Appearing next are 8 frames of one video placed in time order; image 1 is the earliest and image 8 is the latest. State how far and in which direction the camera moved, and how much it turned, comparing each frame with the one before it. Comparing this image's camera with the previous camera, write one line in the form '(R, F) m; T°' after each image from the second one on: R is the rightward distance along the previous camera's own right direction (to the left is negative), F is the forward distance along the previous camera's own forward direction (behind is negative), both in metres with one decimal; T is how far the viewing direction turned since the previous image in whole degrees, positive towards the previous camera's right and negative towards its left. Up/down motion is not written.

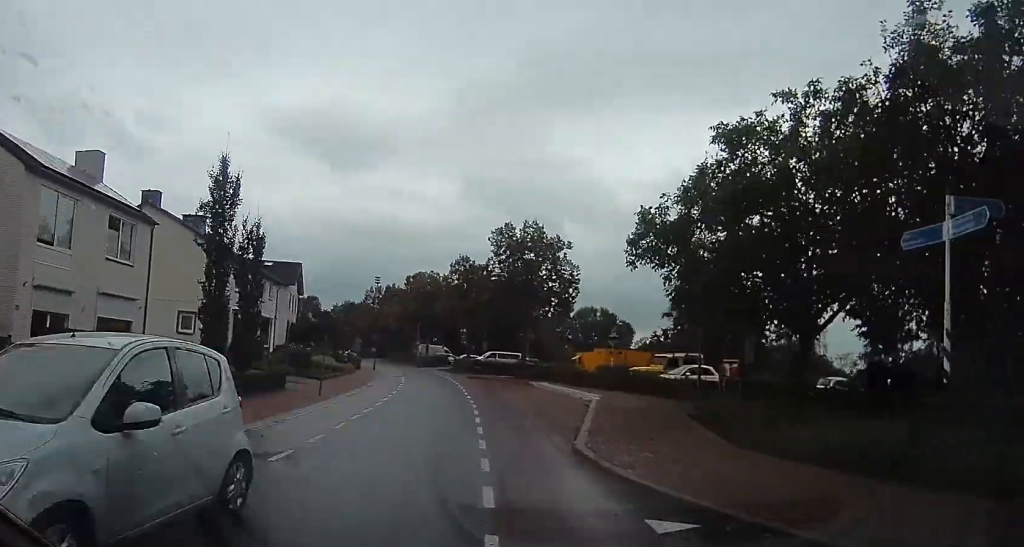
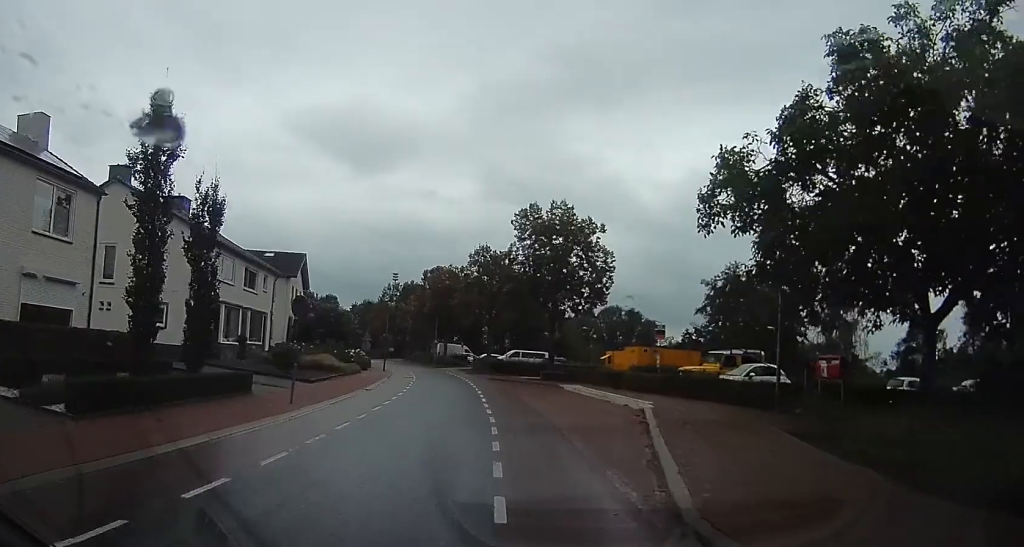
(0.0, +4.8) m; 0°
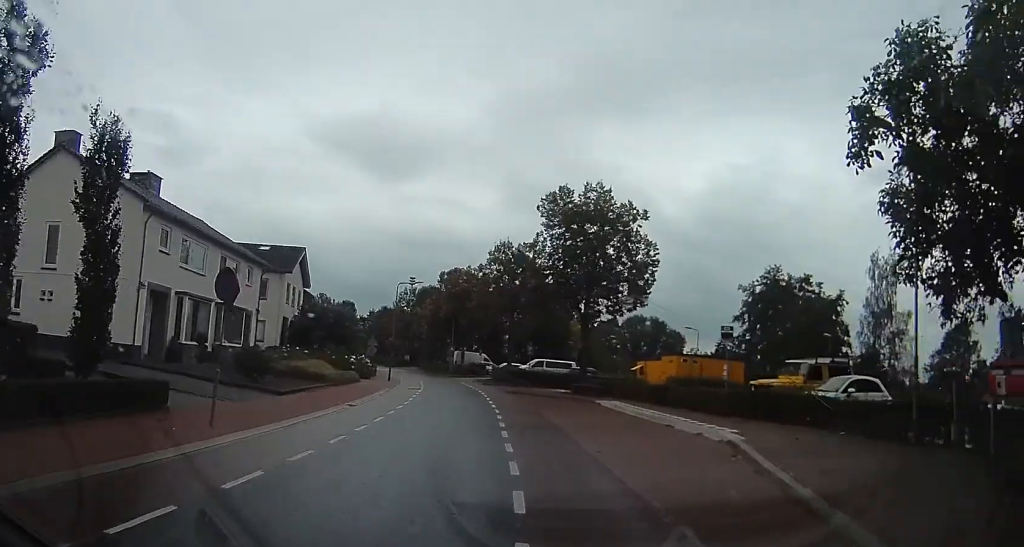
(0.0, +5.5) m; 0°
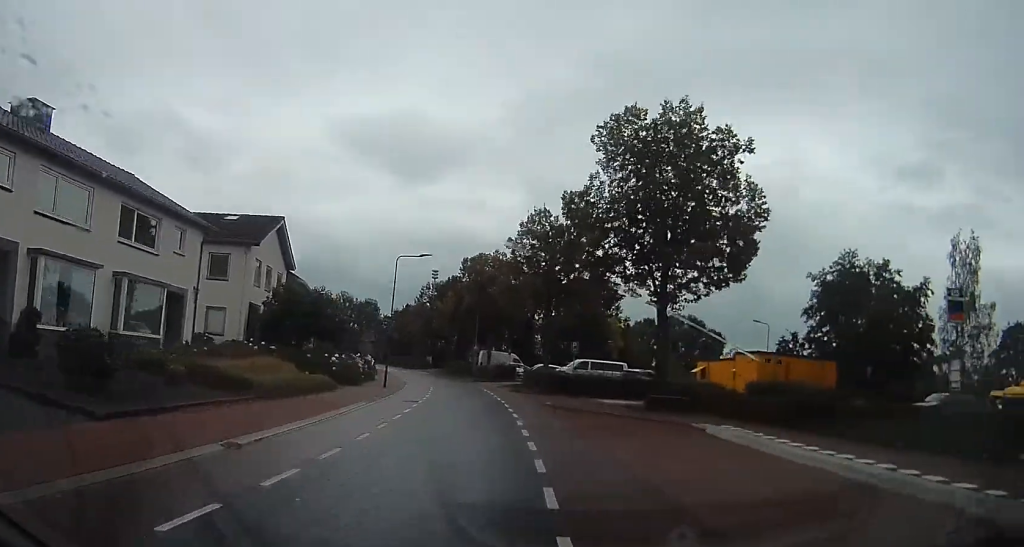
(0.0, +10.1) m; -1°
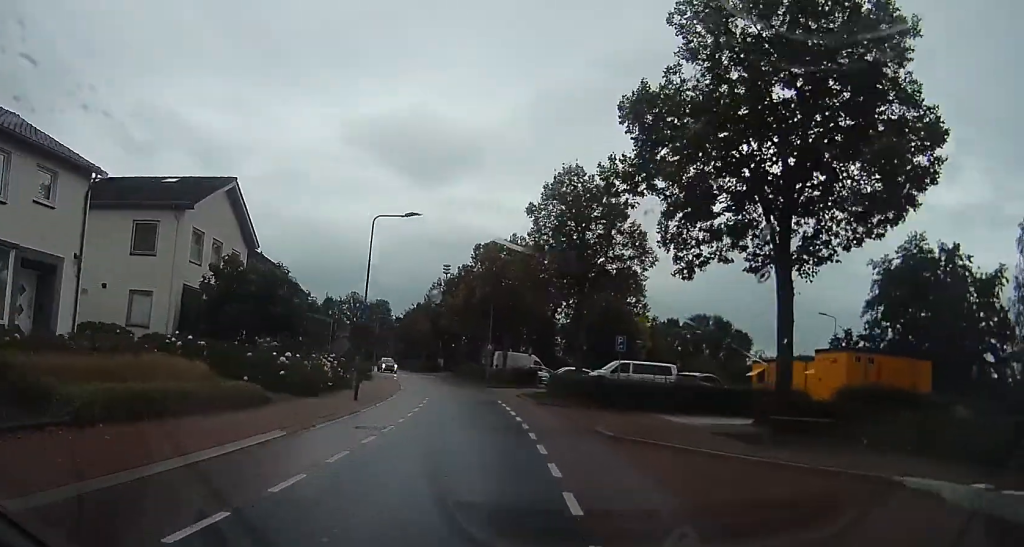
(-0.2, +8.2) m; -5°
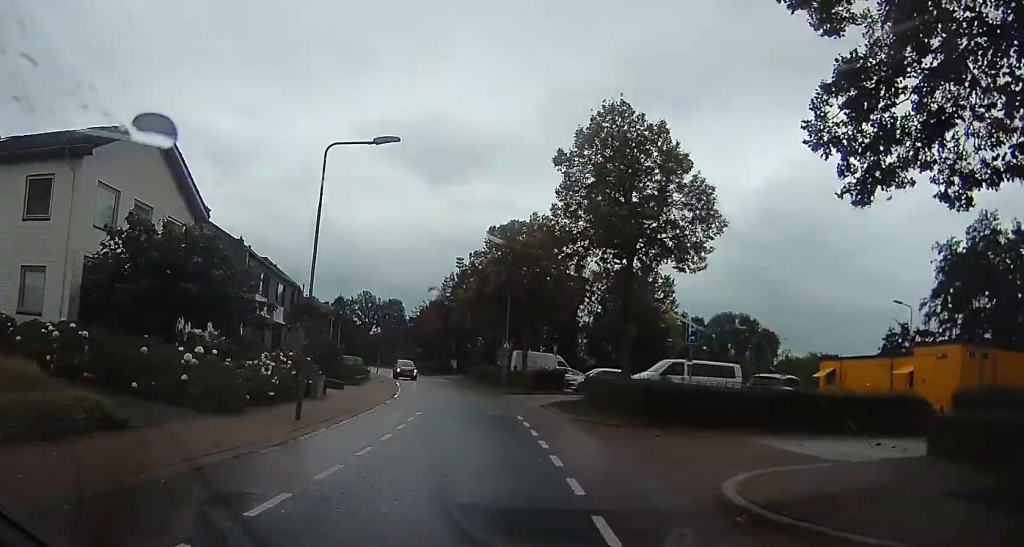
(-0.5, +7.1) m; -4°
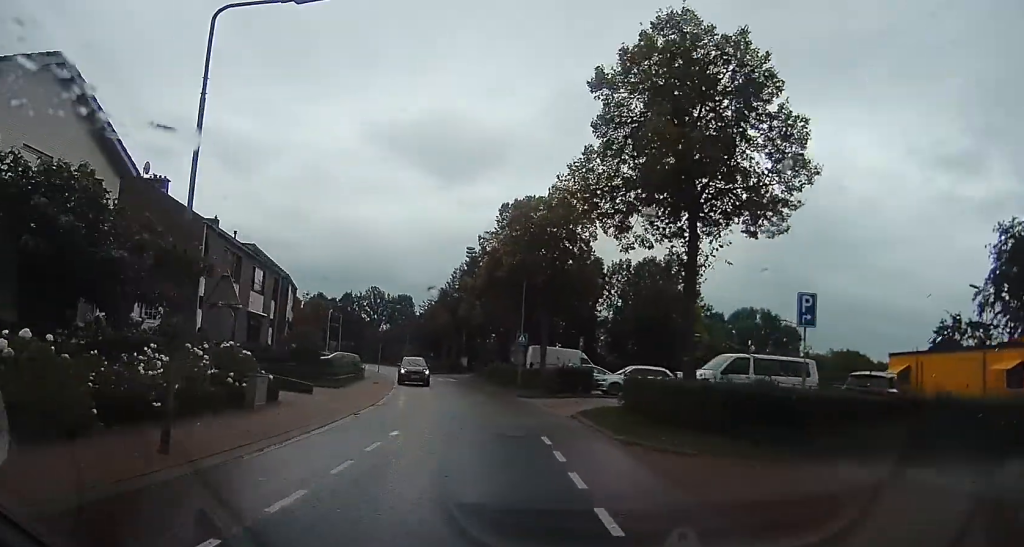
(0.0, +5.8) m; +3°
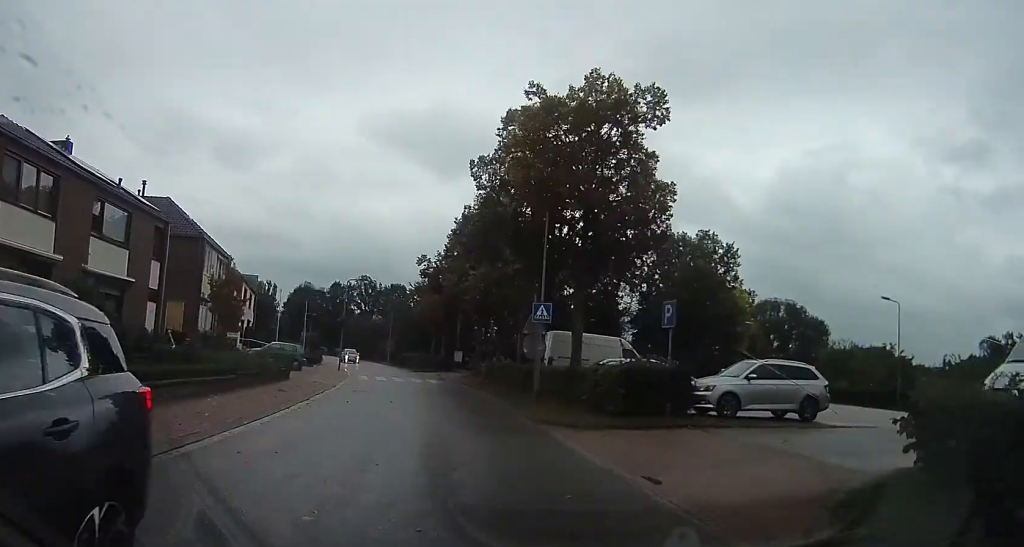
(+0.4, +14.8) m; +3°
